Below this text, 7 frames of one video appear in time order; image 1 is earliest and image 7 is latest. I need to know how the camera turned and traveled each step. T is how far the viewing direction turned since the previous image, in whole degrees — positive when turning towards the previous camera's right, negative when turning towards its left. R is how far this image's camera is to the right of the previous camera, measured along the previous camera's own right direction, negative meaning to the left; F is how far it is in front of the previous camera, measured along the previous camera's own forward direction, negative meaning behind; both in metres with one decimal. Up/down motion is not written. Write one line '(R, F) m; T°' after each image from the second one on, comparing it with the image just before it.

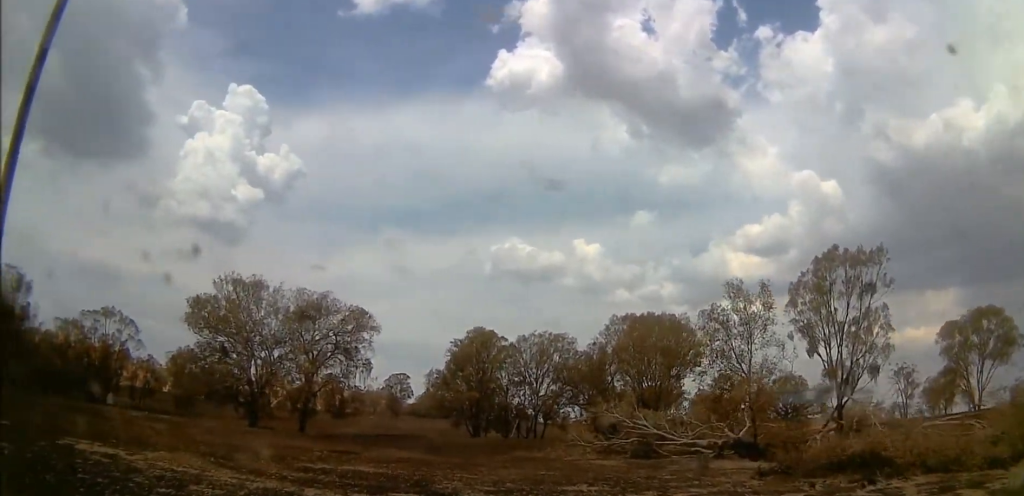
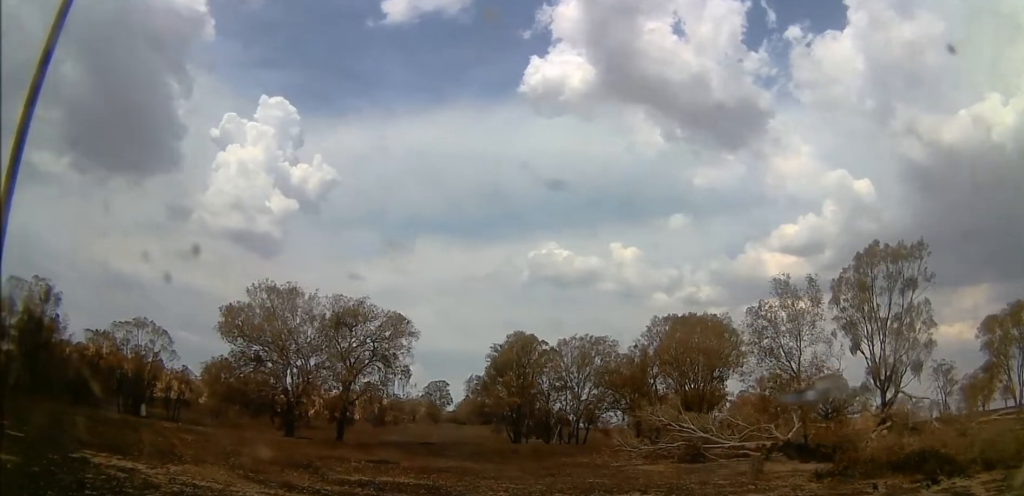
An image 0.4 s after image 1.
(-0.2, +1.1) m; 0°
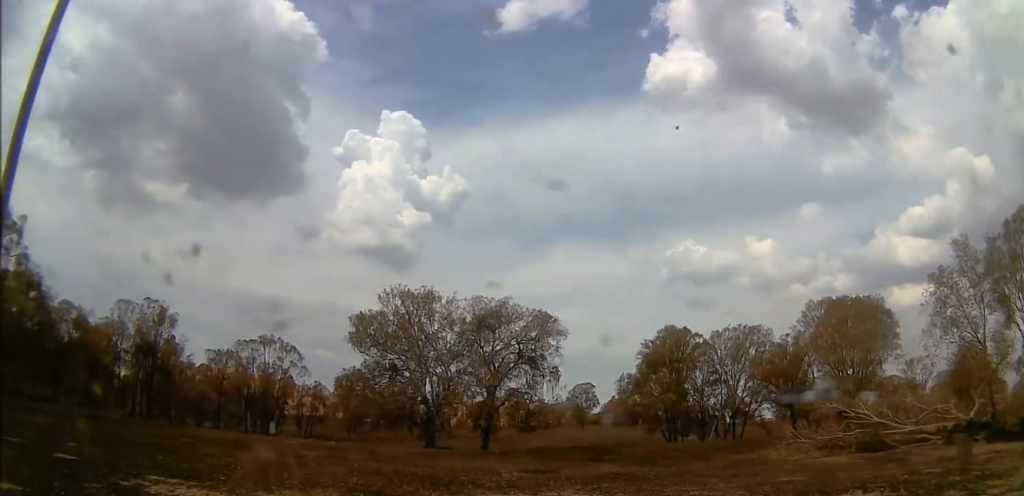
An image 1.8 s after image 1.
(+0.4, +4.0) m; -1°
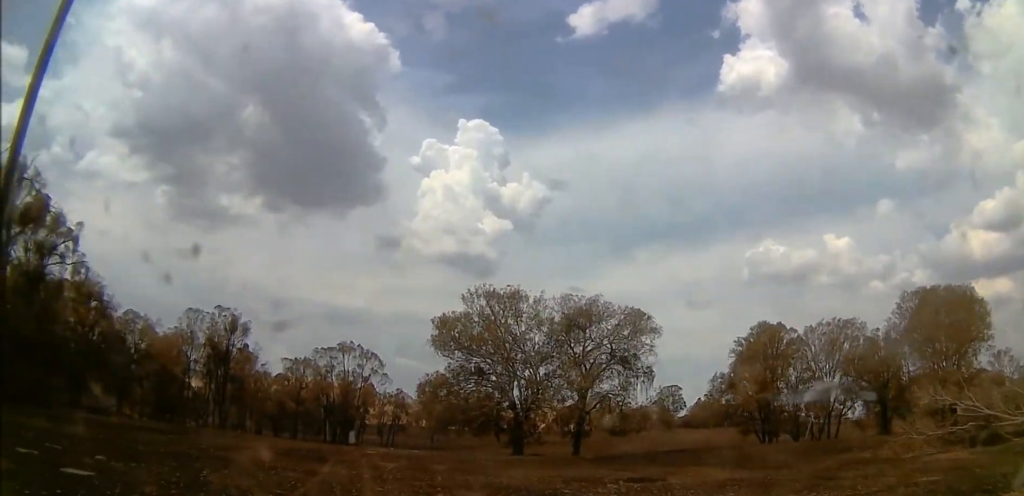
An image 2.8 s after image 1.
(0.0, +2.9) m; -1°
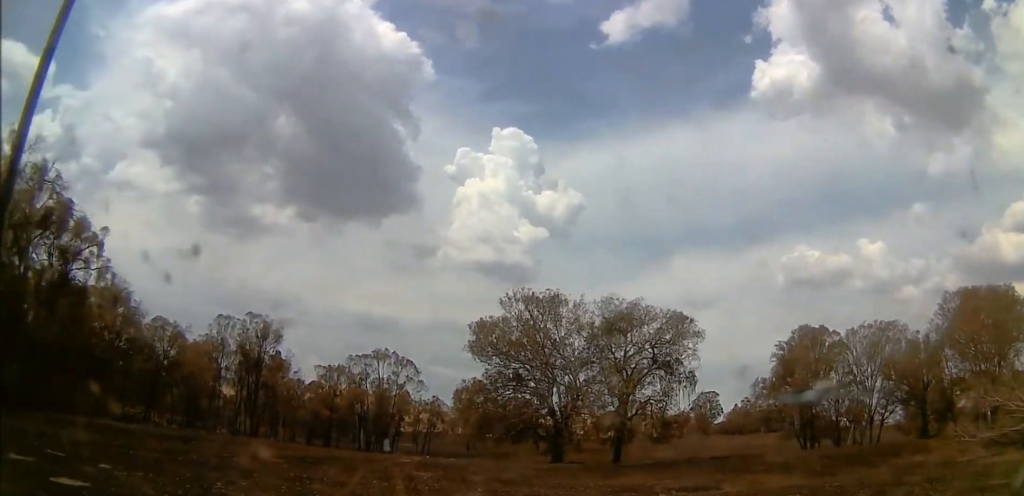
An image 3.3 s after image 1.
(+0.5, +1.5) m; 0°
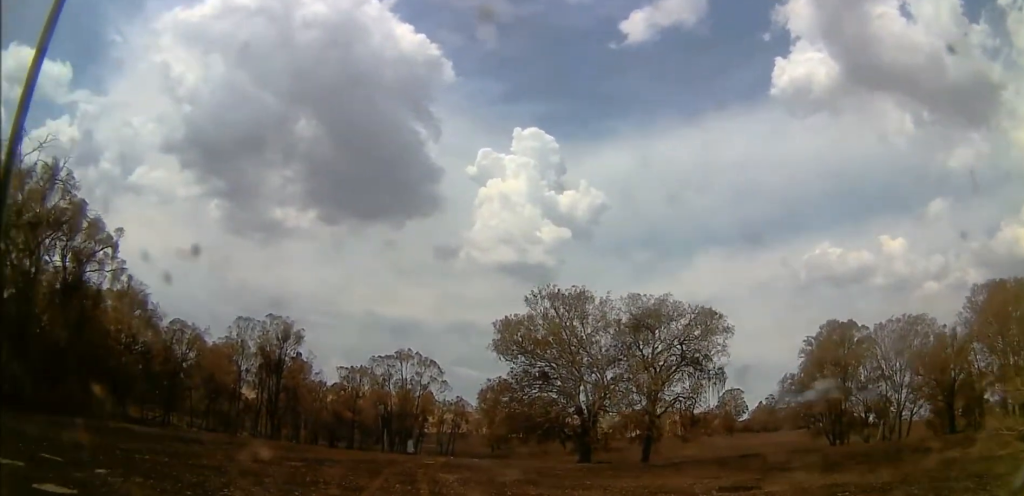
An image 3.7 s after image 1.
(-0.4, +1.4) m; -7°
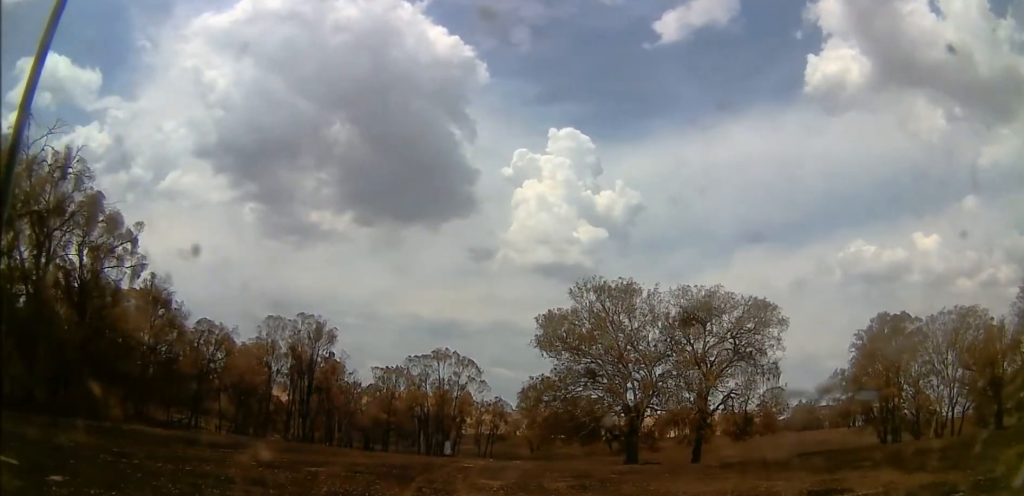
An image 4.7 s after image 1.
(-0.7, +3.6) m; -11°
